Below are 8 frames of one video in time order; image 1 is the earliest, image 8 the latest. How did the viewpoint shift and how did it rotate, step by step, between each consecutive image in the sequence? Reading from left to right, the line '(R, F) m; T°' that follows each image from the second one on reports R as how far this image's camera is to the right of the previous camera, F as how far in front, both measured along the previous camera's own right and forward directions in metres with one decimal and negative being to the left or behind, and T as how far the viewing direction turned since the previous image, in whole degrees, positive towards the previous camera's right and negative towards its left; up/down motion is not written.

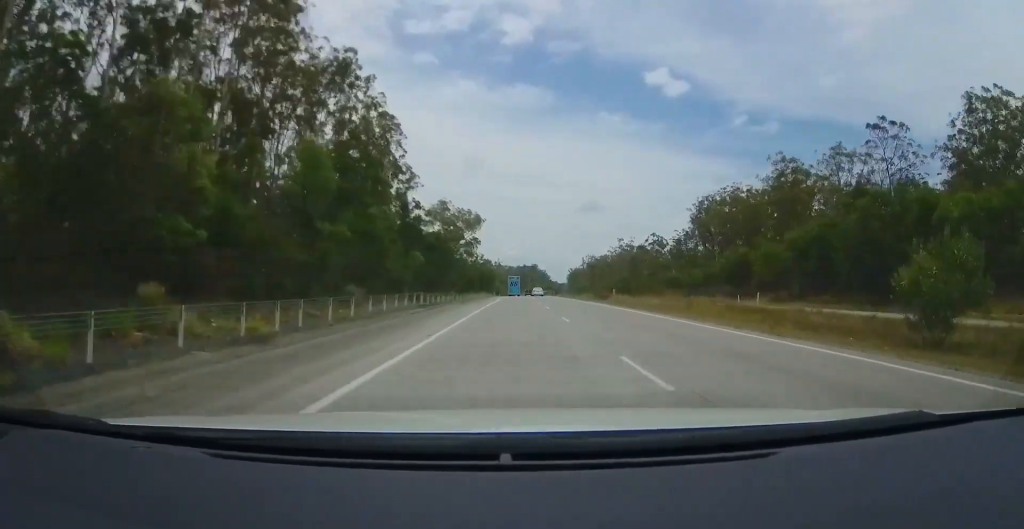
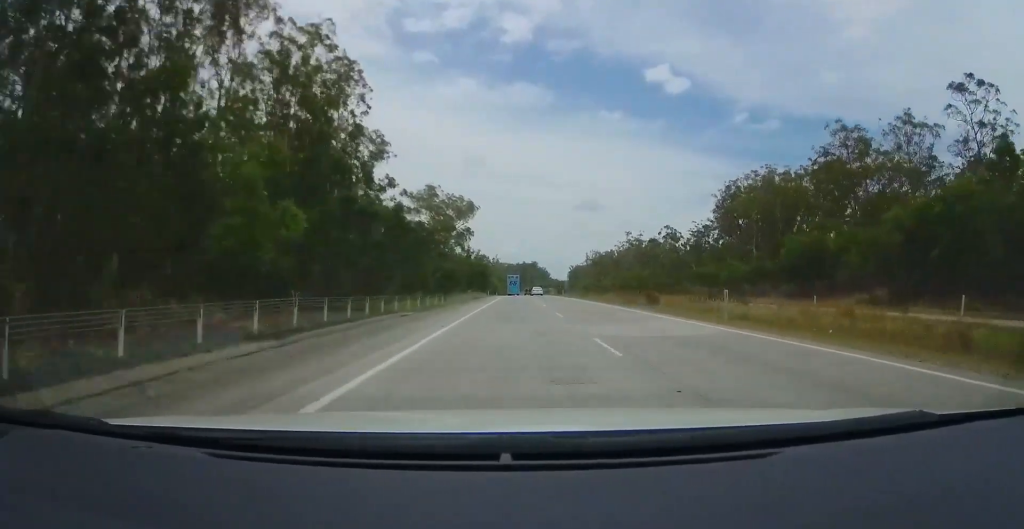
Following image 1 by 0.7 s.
(+0.3, +20.9) m; 0°
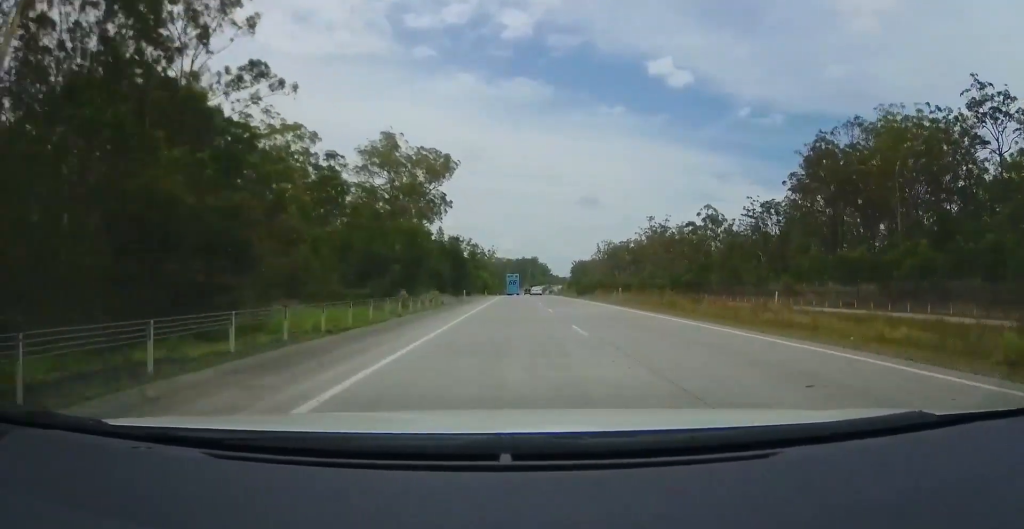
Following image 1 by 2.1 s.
(-0.2, +43.1) m; 0°
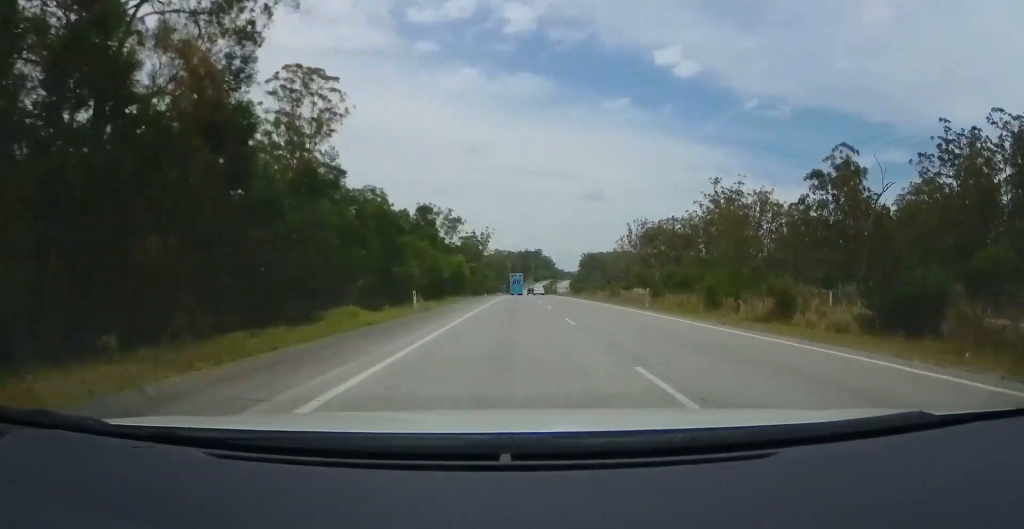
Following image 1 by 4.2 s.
(-0.5, +66.5) m; 0°
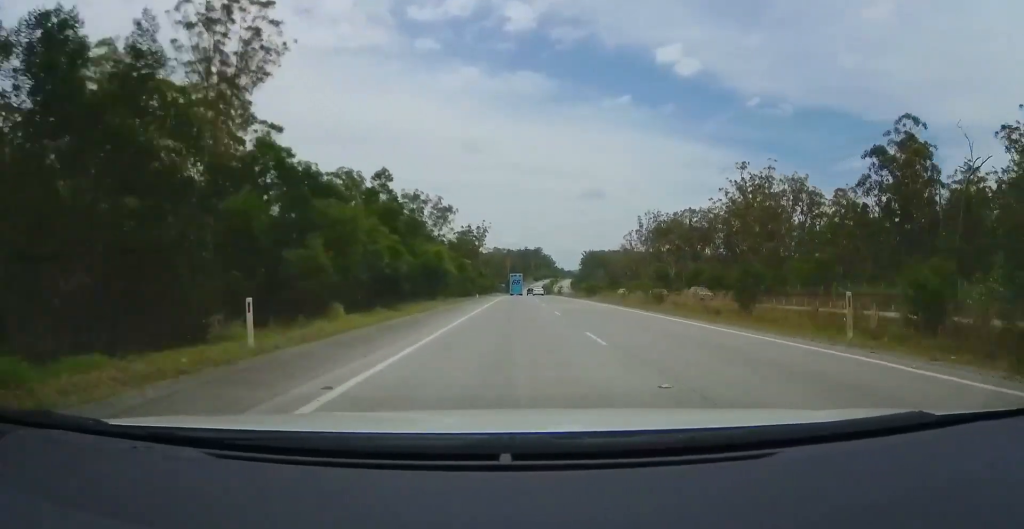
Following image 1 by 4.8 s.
(+0.1, +17.3) m; 0°
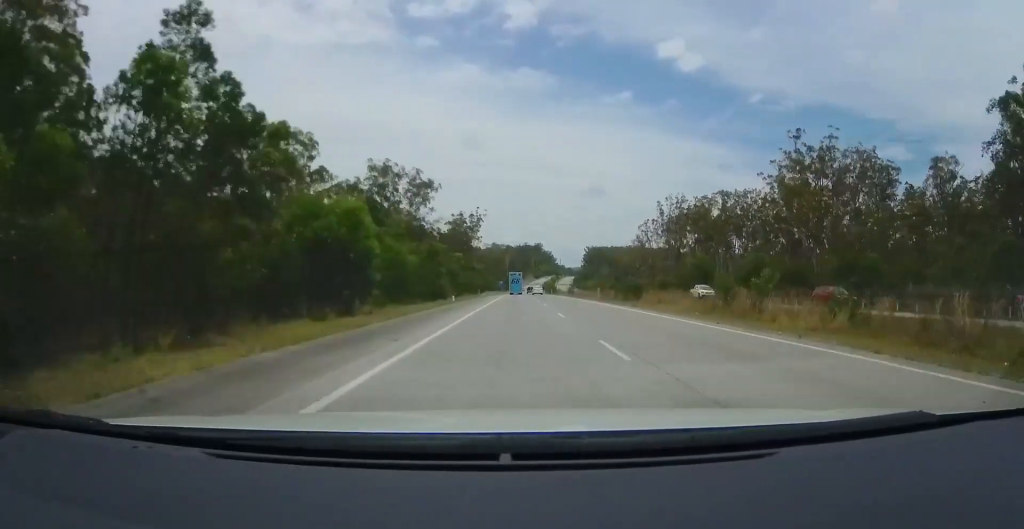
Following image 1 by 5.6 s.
(+0.2, +25.9) m; 0°
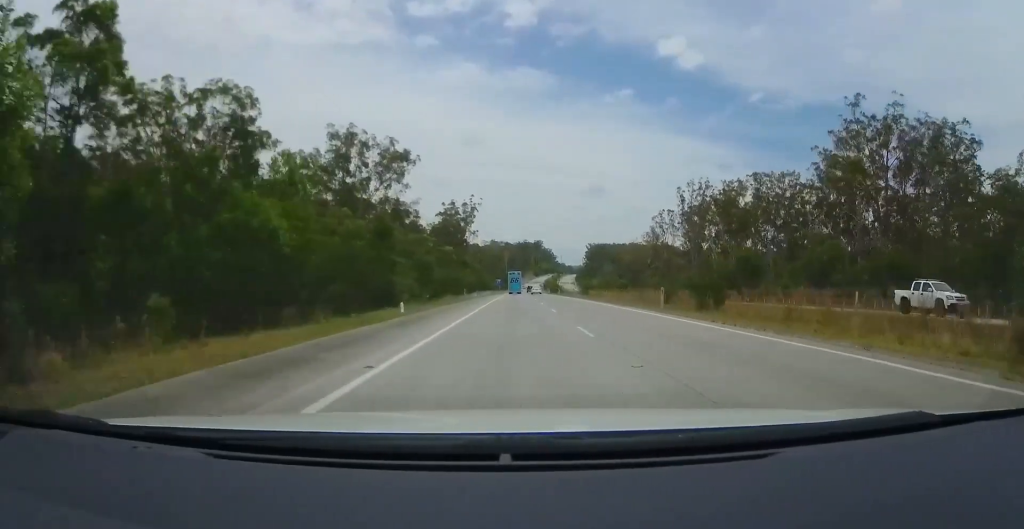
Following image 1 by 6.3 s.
(-0.3, +19.7) m; 0°
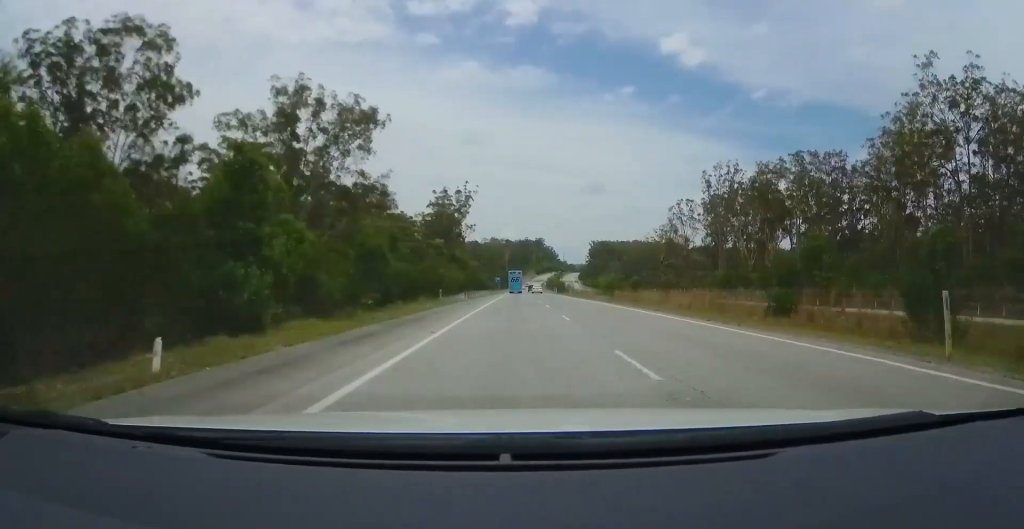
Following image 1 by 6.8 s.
(+0.1, +17.2) m; +1°
